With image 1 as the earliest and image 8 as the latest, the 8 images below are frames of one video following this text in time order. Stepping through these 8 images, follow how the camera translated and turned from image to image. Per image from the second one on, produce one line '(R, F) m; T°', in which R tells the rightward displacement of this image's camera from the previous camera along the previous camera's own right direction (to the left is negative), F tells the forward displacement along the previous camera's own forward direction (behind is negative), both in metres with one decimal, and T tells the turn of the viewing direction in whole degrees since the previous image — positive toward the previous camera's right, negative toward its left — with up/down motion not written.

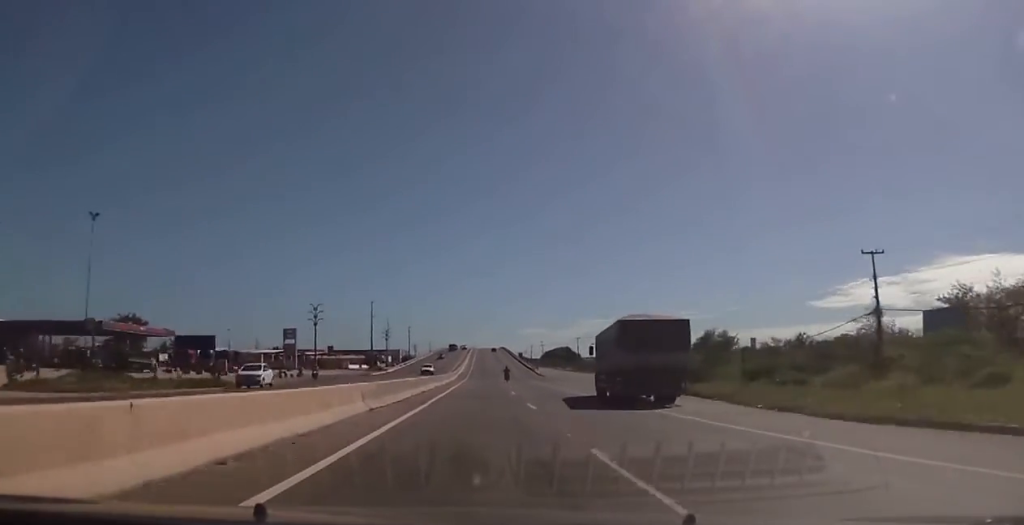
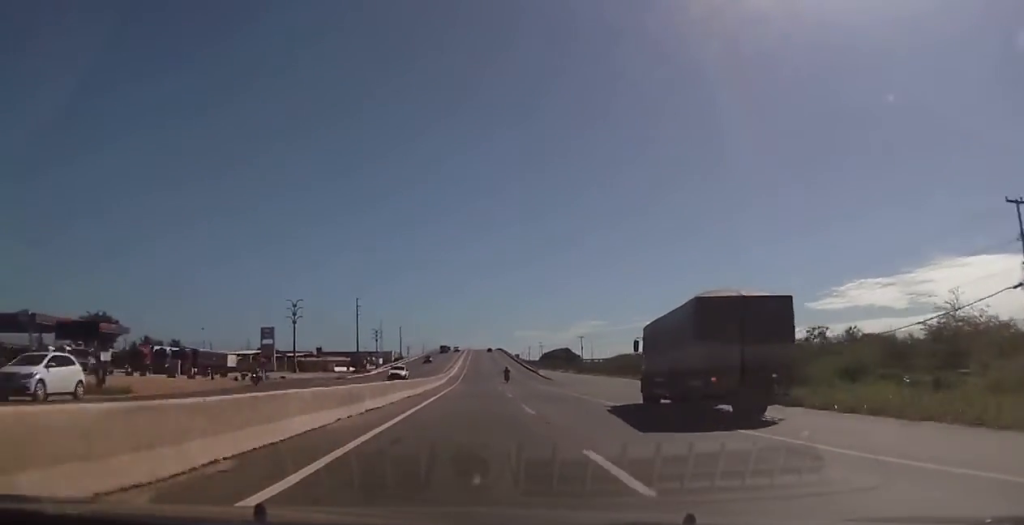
(0.0, +15.5) m; 0°
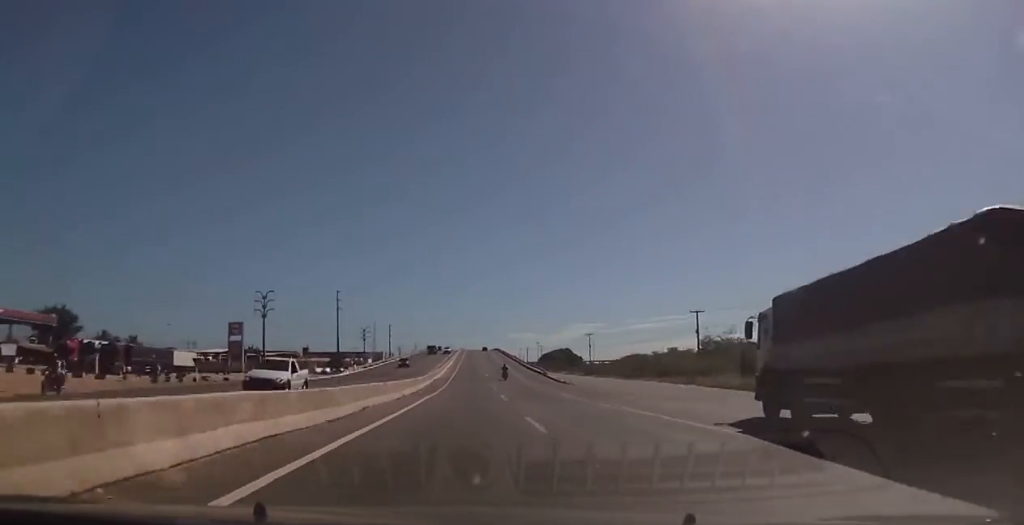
(-0.2, +19.3) m; 0°
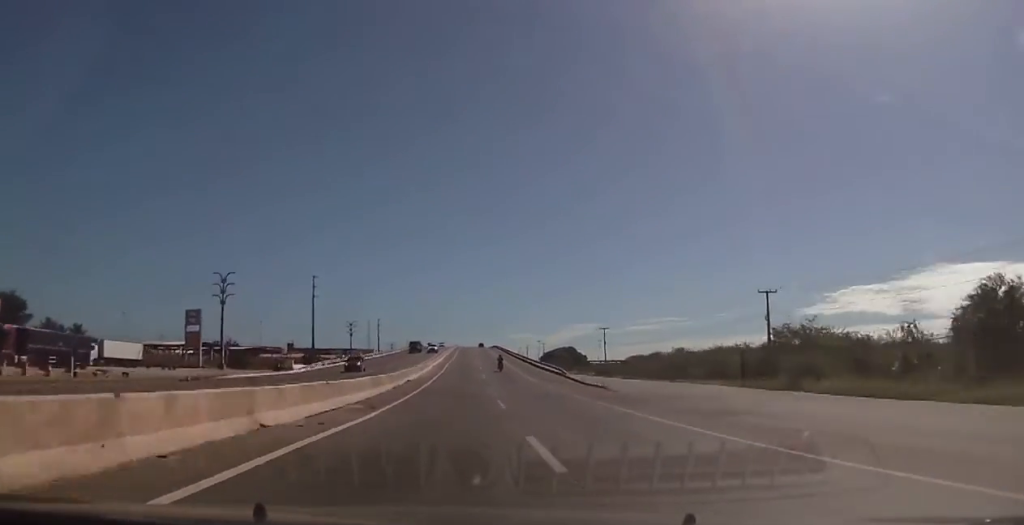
(+0.2, +21.1) m; +1°
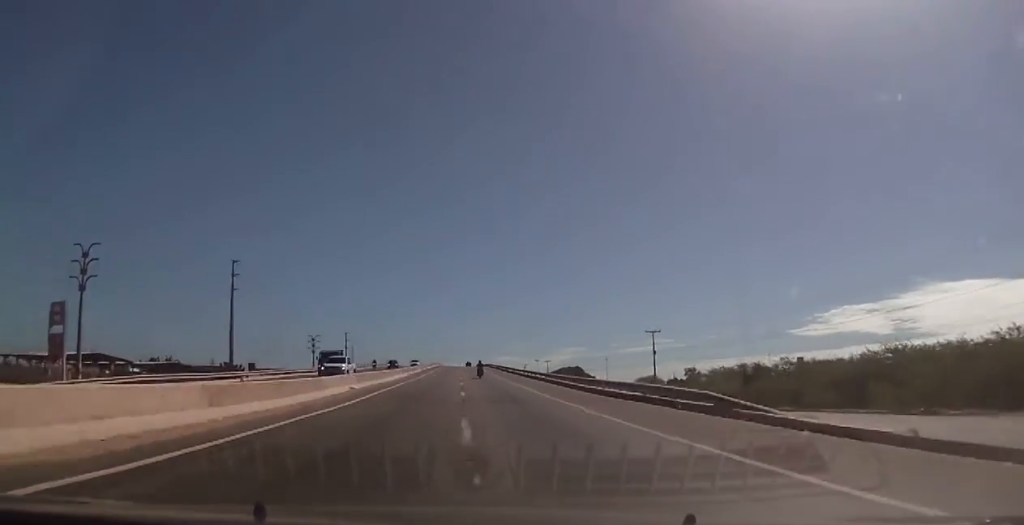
(+0.2, +40.7) m; 0°
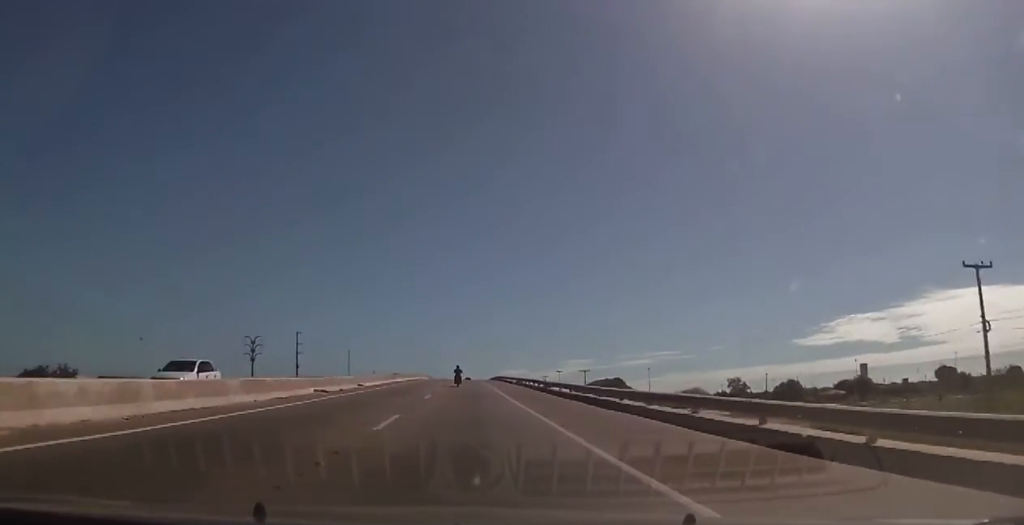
(+0.6, +53.2) m; +1°
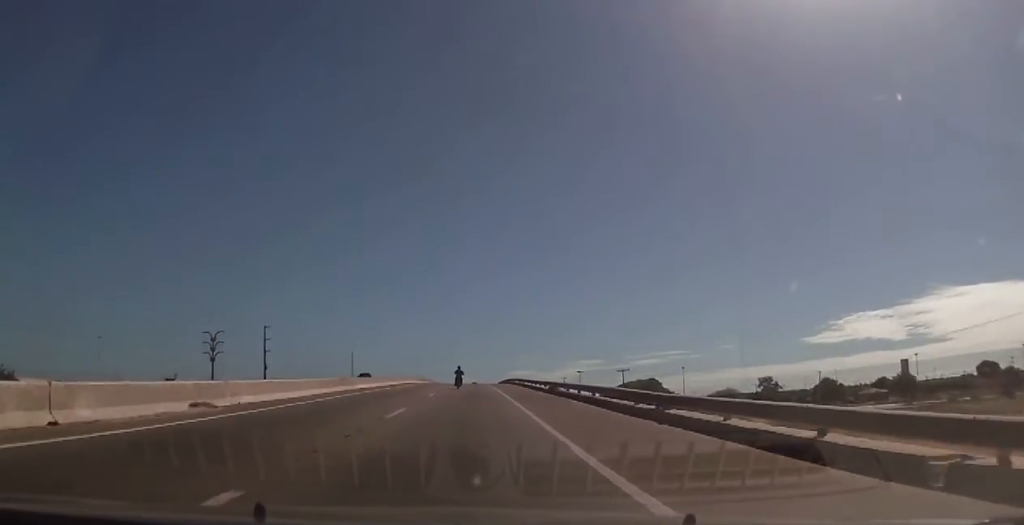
(-0.2, +24.7) m; -1°
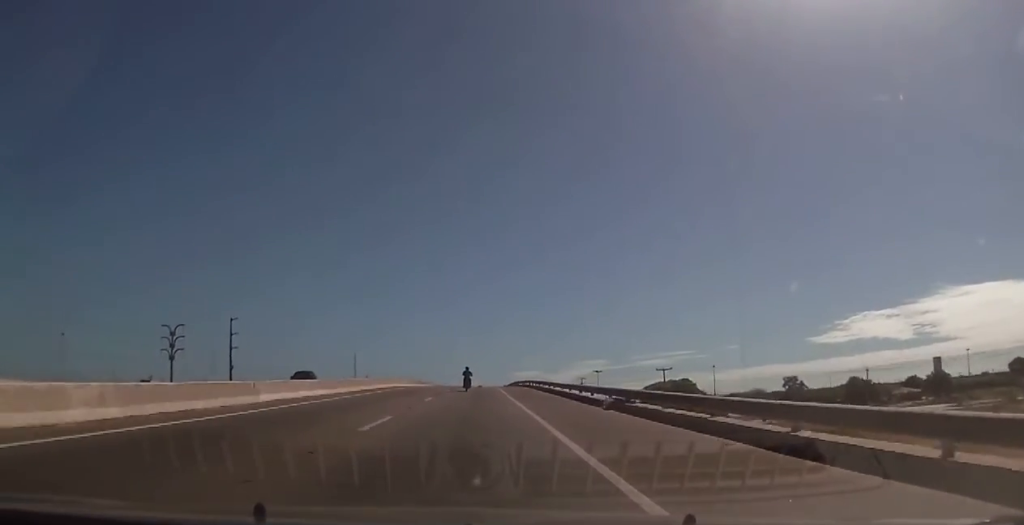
(-0.1, +19.4) m; 0°
